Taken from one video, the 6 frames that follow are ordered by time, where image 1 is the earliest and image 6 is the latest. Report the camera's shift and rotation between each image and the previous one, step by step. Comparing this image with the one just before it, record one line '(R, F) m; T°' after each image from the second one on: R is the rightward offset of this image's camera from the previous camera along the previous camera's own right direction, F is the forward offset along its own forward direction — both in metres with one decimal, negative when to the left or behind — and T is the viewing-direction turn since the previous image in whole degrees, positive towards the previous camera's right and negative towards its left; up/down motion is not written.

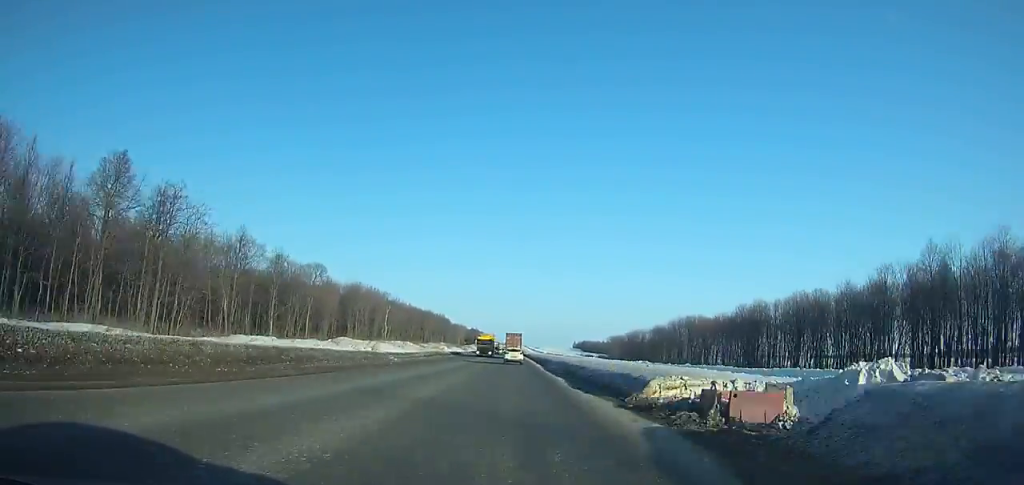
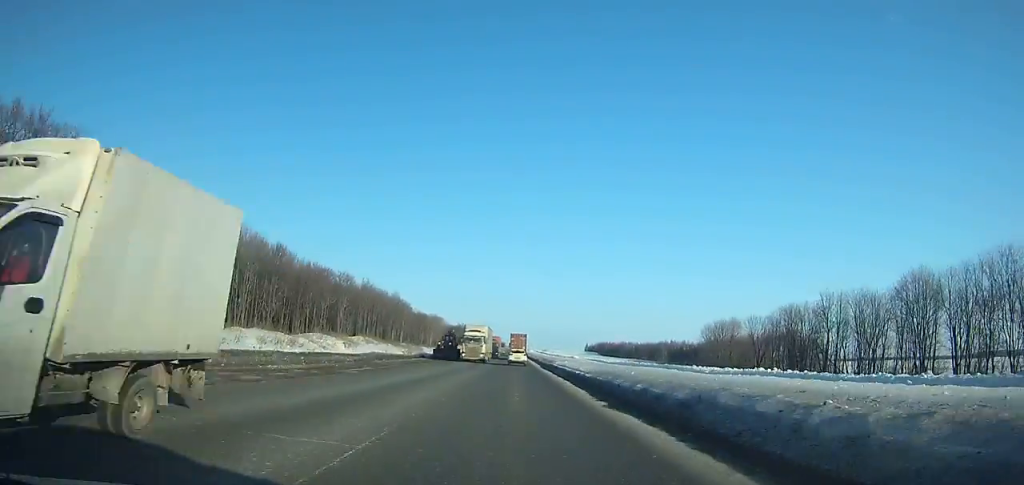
(-0.9, +147.7) m; 0°
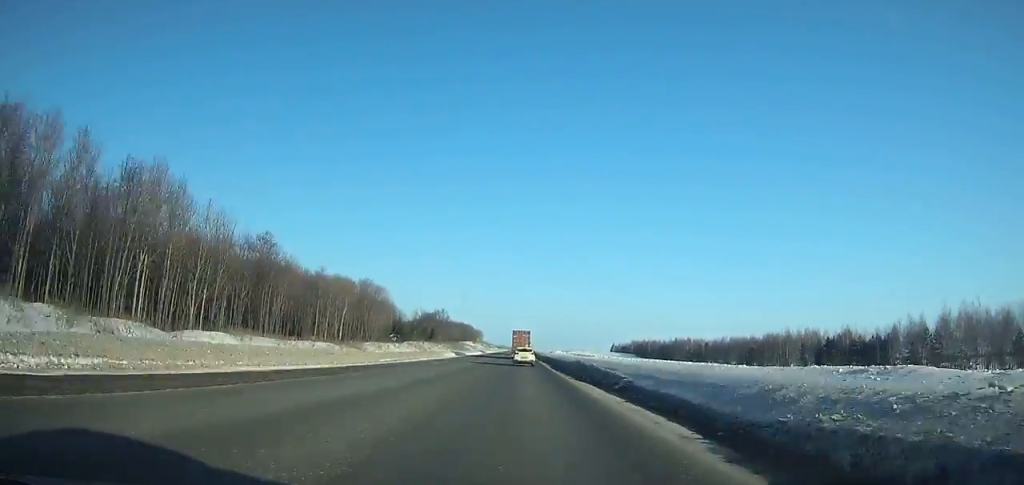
(-0.8, +149.1) m; -1°
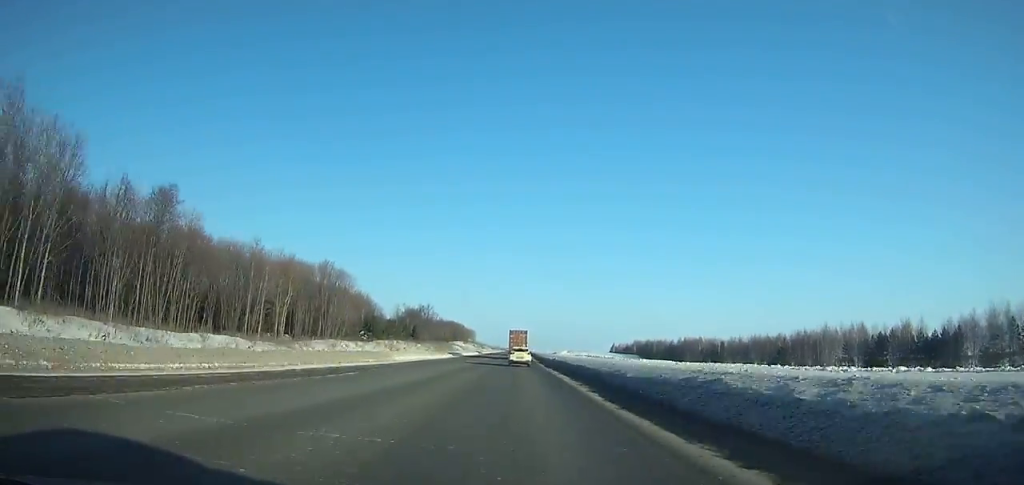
(+0.1, +29.5) m; 0°
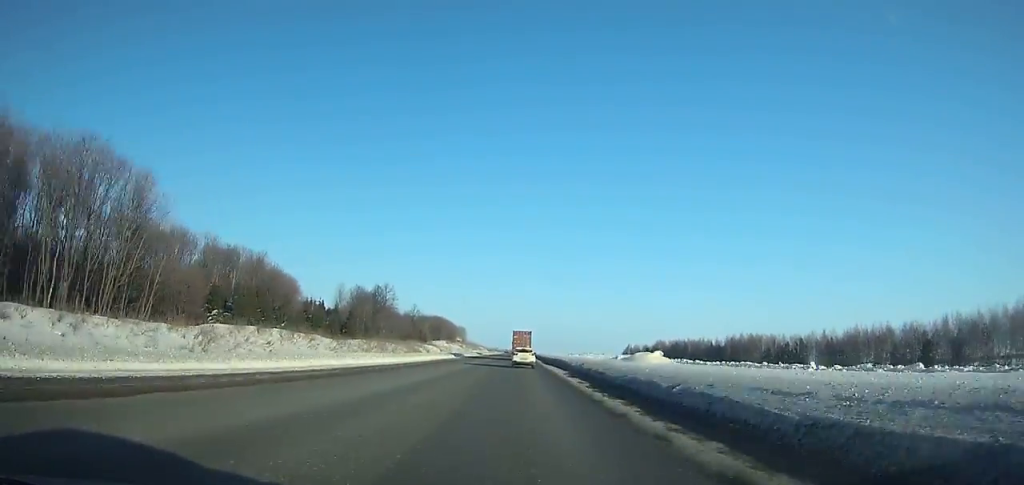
(+0.2, +76.6) m; 0°
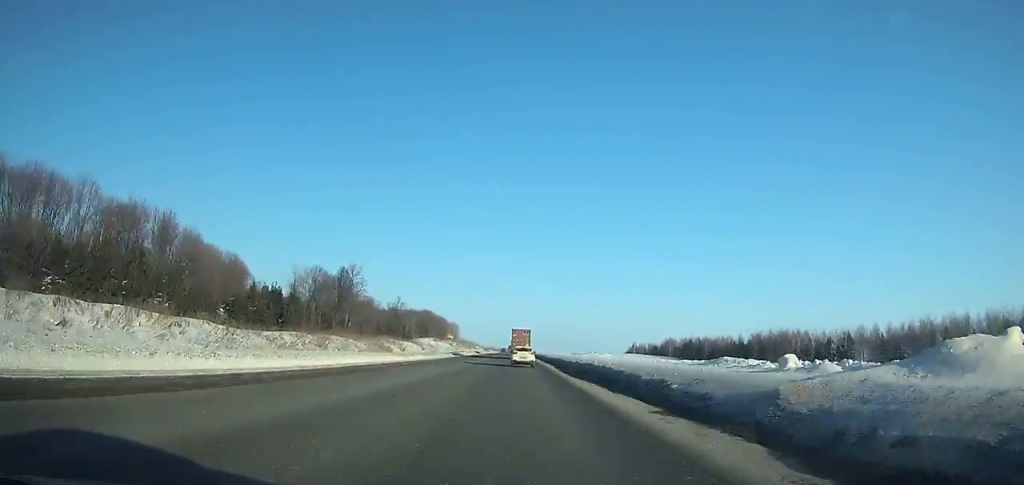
(0.0, +31.4) m; 0°
